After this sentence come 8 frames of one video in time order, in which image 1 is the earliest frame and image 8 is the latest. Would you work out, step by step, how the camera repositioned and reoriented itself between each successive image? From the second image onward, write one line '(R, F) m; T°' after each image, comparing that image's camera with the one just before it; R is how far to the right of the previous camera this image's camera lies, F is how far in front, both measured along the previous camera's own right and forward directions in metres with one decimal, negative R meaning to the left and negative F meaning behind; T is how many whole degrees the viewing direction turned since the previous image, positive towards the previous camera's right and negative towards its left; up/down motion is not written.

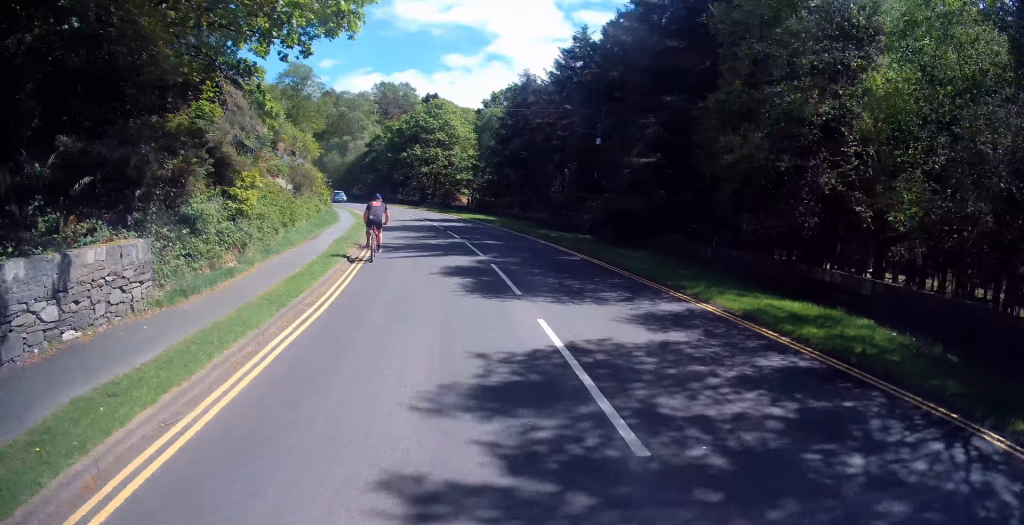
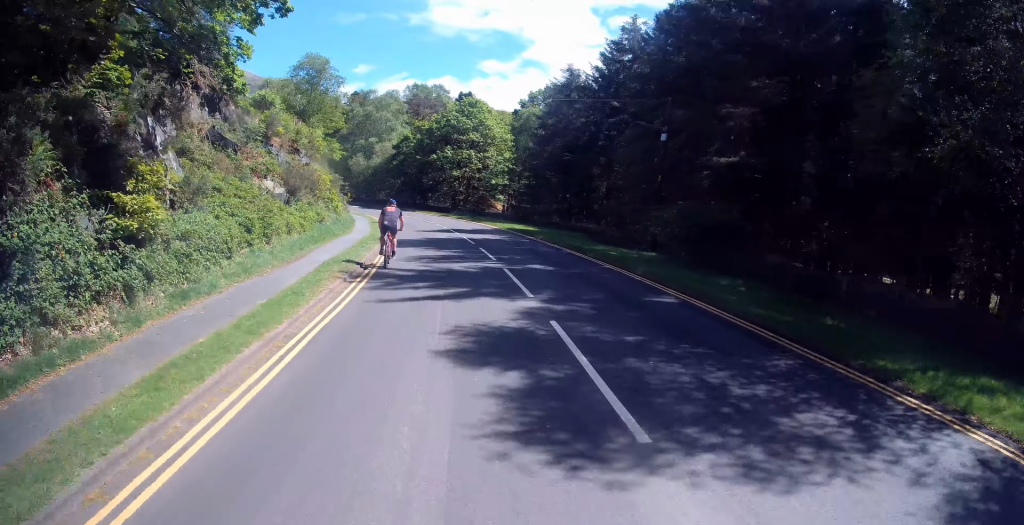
(0.0, +5.7) m; +1°
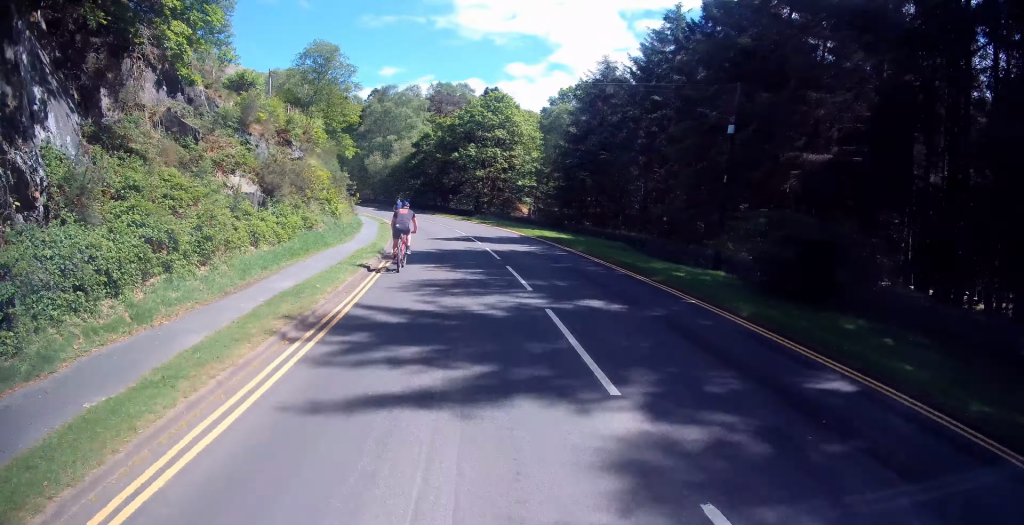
(+0.1, +4.7) m; 0°
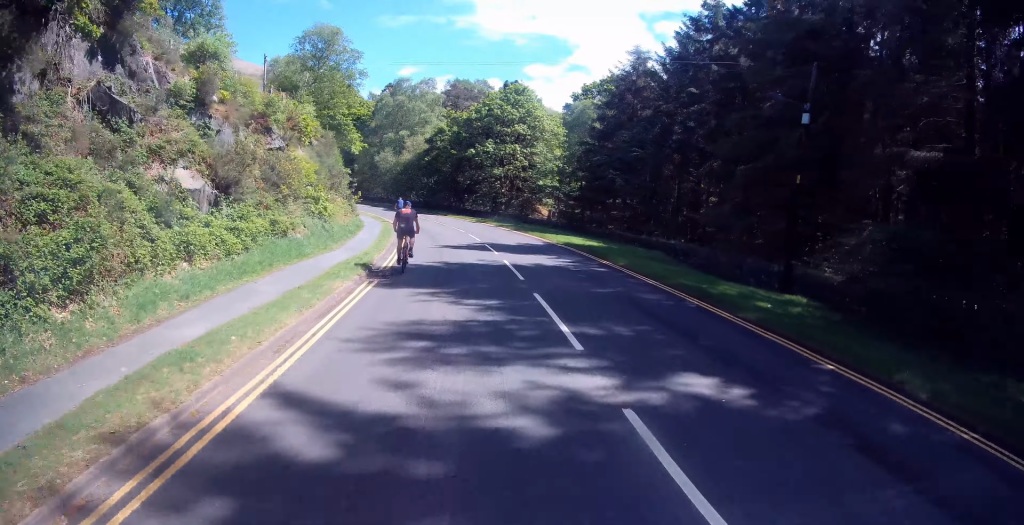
(0.0, +4.2) m; -1°
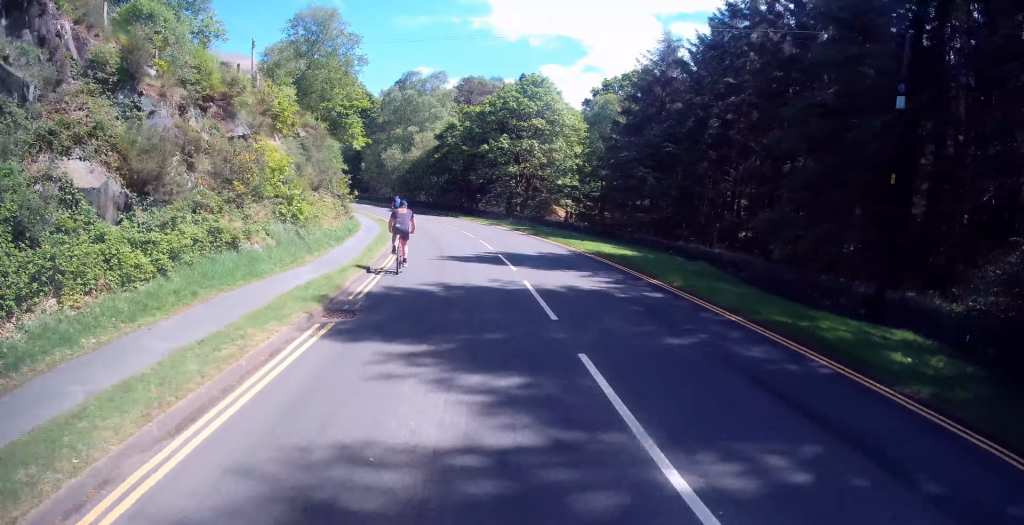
(0.0, +4.2) m; -9°
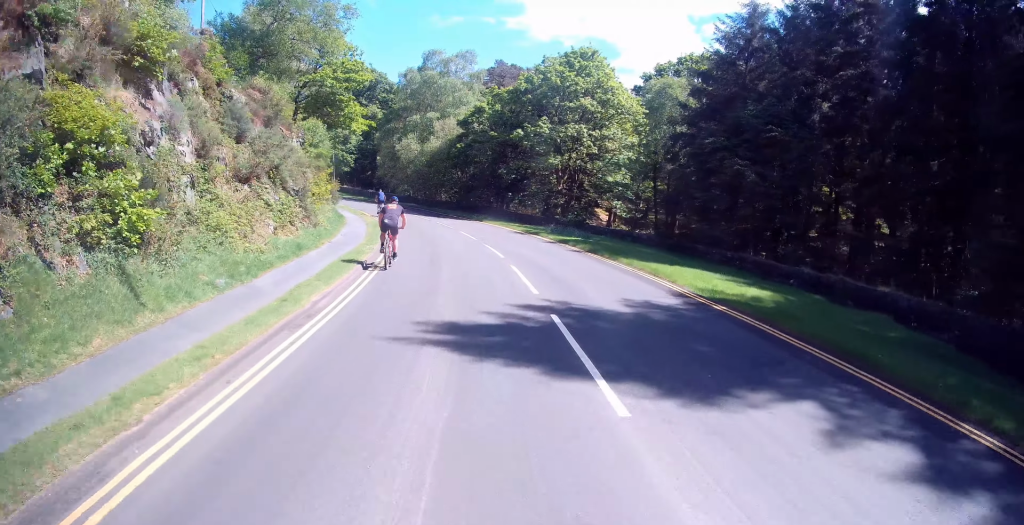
(-1.6, +9.9) m; -10°
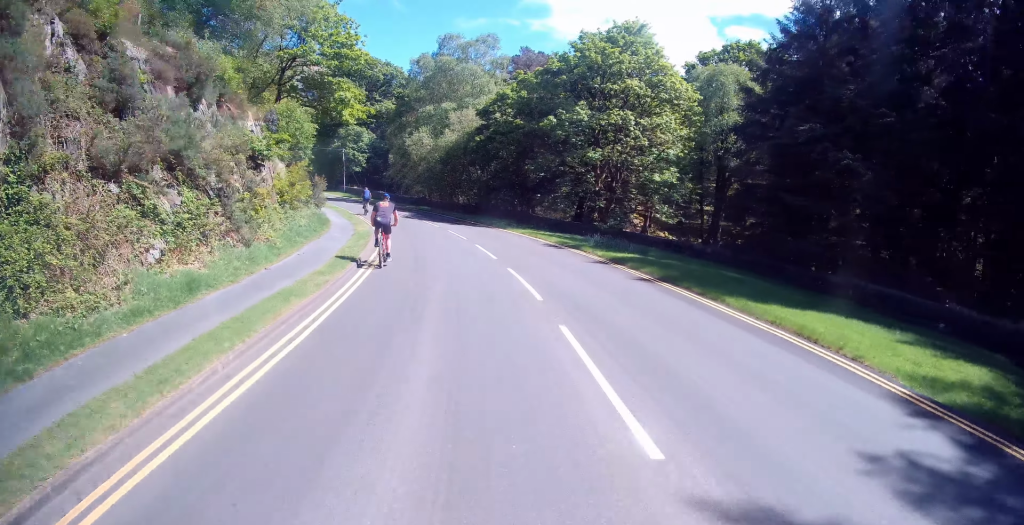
(+0.1, +6.6) m; -7°
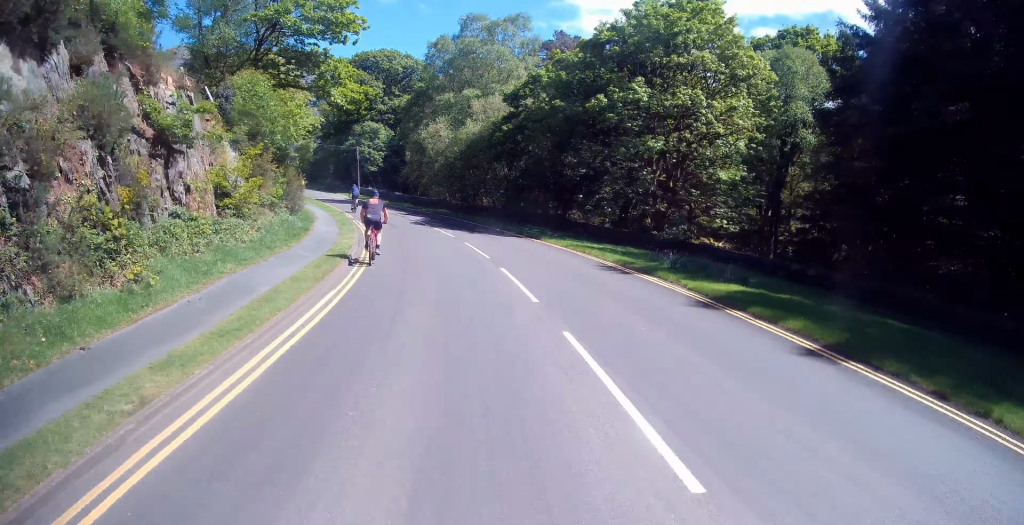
(-0.8, +6.0) m; -5°
